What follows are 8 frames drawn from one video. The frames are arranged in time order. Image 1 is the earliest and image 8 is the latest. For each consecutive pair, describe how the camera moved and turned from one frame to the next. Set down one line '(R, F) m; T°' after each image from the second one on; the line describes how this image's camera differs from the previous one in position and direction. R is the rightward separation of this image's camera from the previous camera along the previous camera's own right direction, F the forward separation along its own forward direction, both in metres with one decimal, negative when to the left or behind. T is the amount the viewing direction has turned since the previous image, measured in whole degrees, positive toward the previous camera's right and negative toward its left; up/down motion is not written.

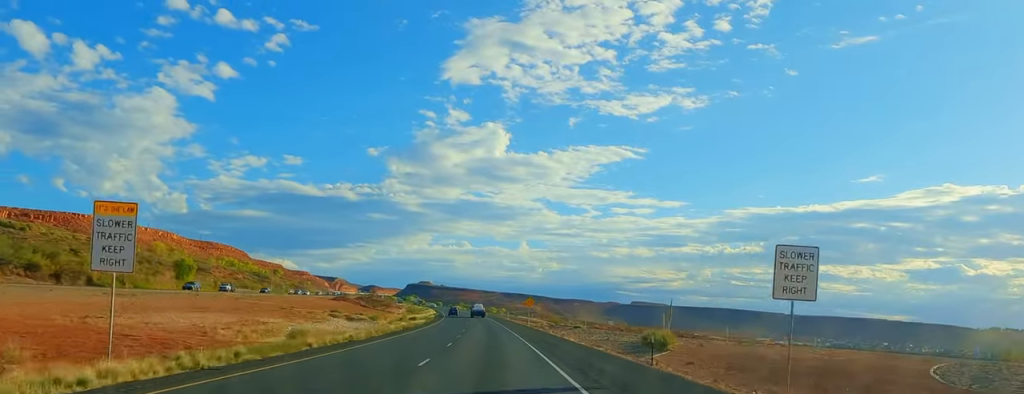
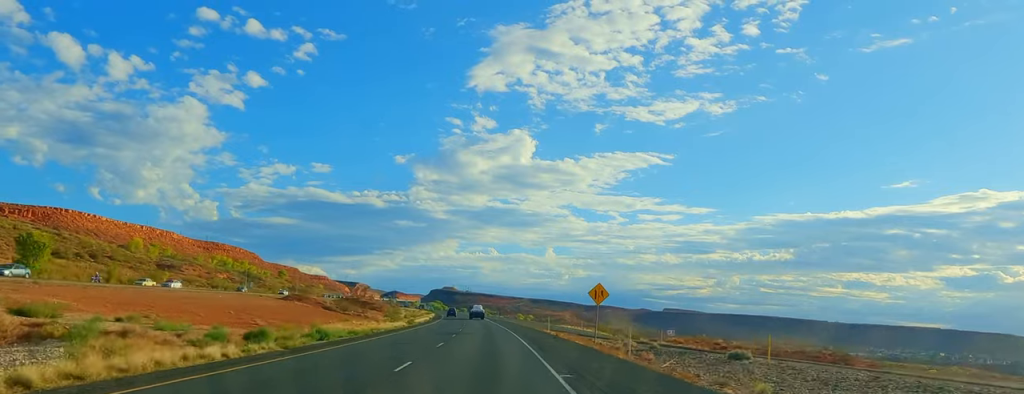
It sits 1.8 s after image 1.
(-2.3, +64.3) m; -2°
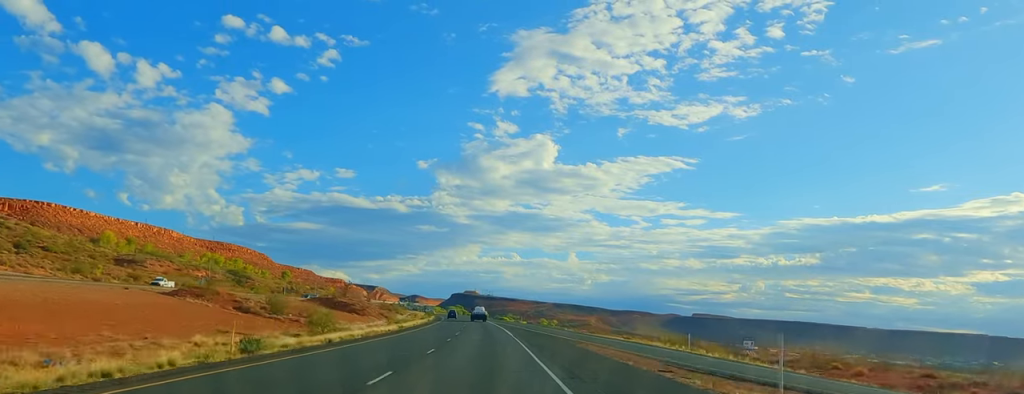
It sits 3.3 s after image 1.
(-0.3, +52.6) m; -2°
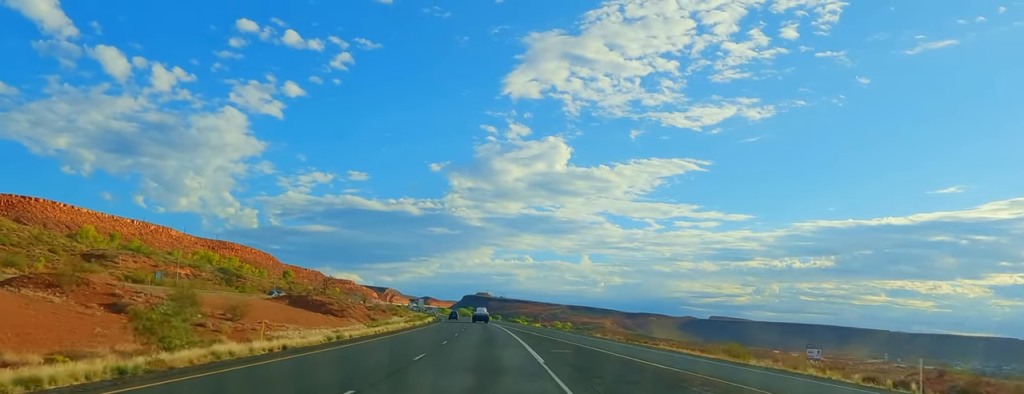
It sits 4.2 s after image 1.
(+0.6, +29.2) m; -1°
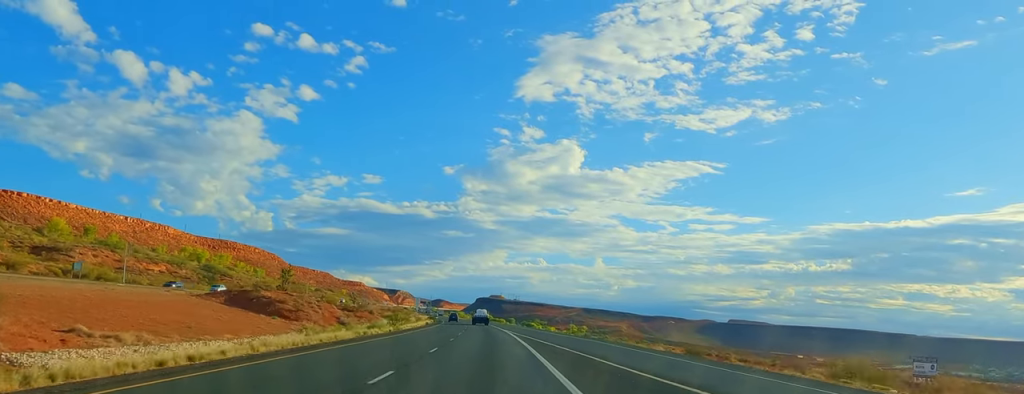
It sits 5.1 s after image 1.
(-1.3, +32.5) m; -1°
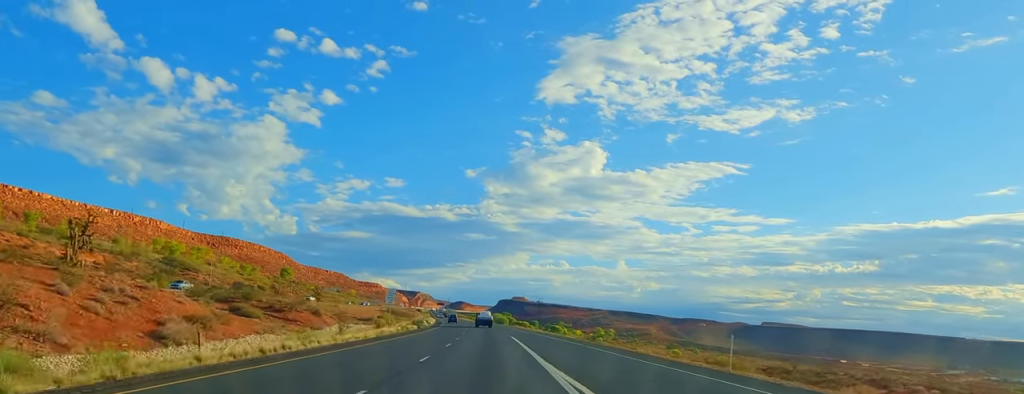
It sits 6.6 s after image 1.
(-1.2, +53.3) m; -2°
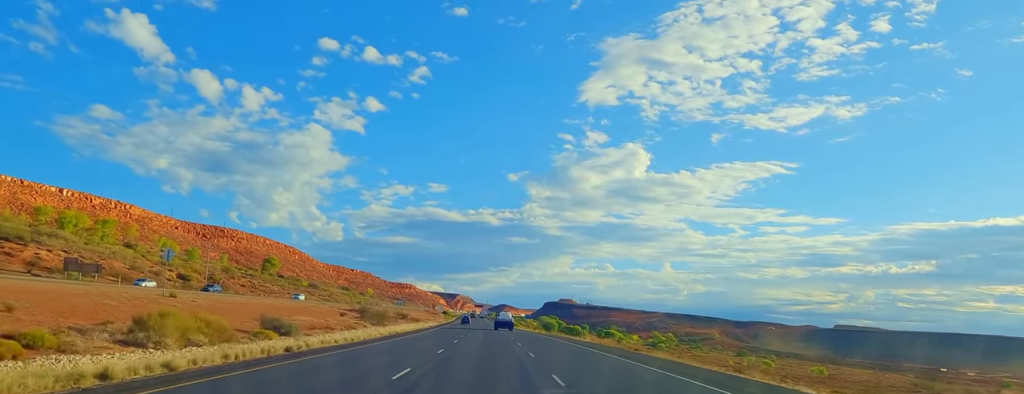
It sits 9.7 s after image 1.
(-2.0, +105.0) m; -2°
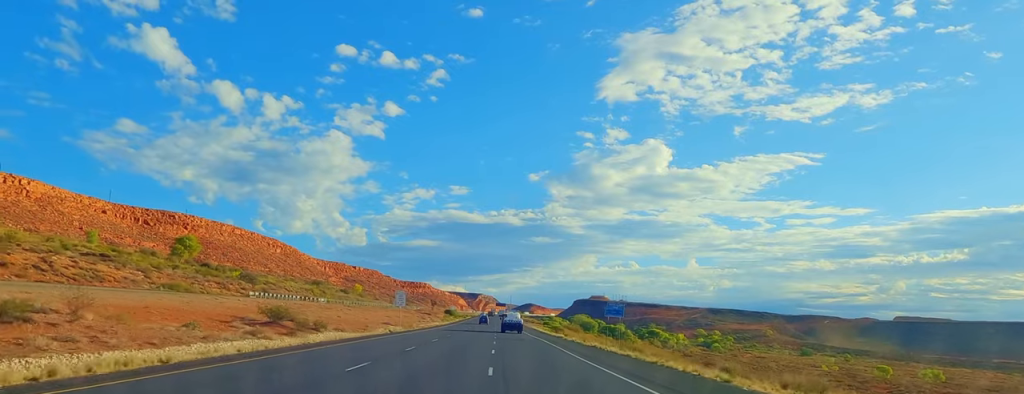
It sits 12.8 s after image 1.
(-1.0, +108.3) m; 0°
